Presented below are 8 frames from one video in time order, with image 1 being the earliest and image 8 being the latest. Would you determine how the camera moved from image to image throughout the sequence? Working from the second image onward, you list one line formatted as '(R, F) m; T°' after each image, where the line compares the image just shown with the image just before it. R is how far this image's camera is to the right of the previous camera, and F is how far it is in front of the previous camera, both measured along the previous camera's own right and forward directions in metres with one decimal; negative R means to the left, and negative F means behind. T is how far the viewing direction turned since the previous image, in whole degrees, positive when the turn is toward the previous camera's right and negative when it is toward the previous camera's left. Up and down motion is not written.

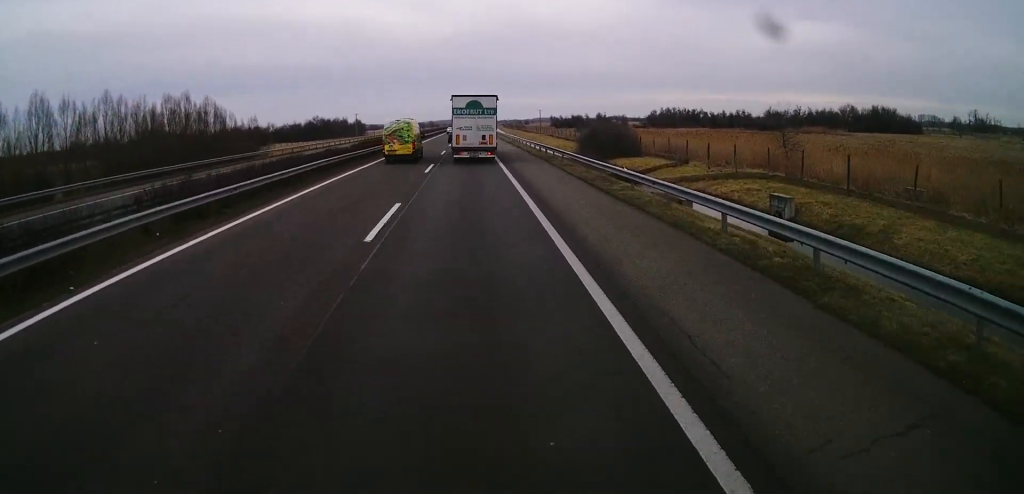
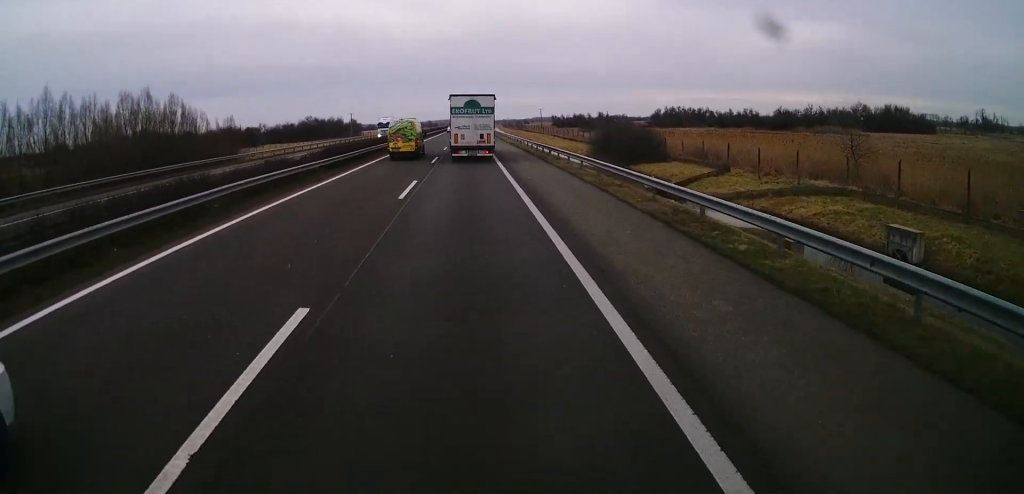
(+0.1, +10.7) m; 0°
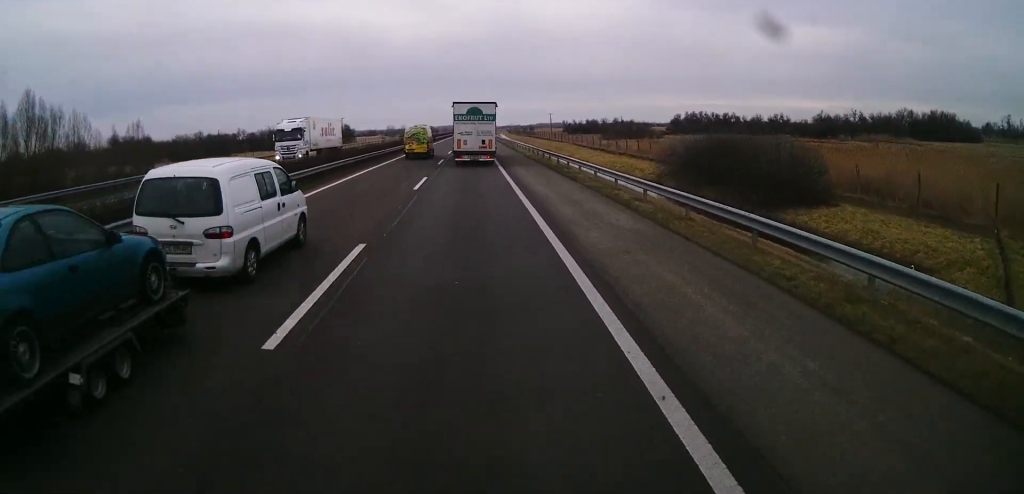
(-0.4, +30.6) m; 0°
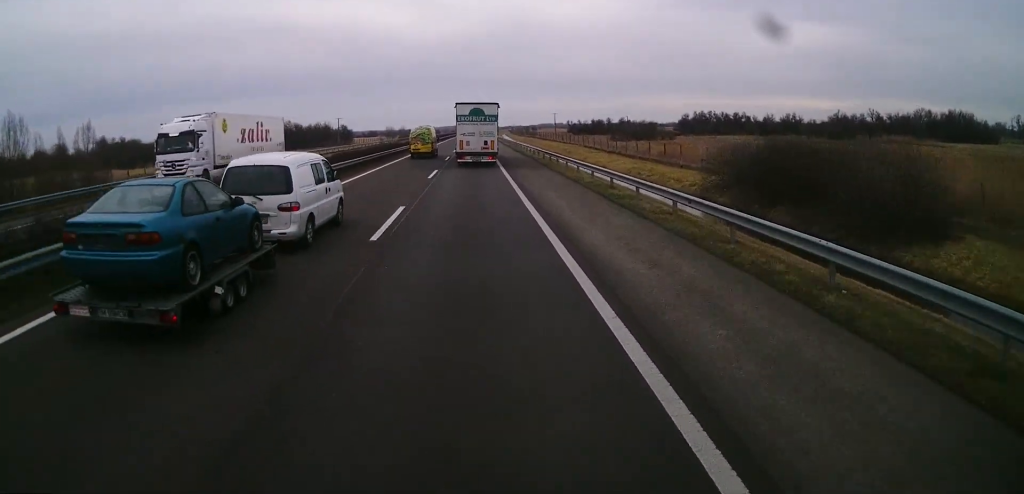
(+0.1, +10.7) m; 0°
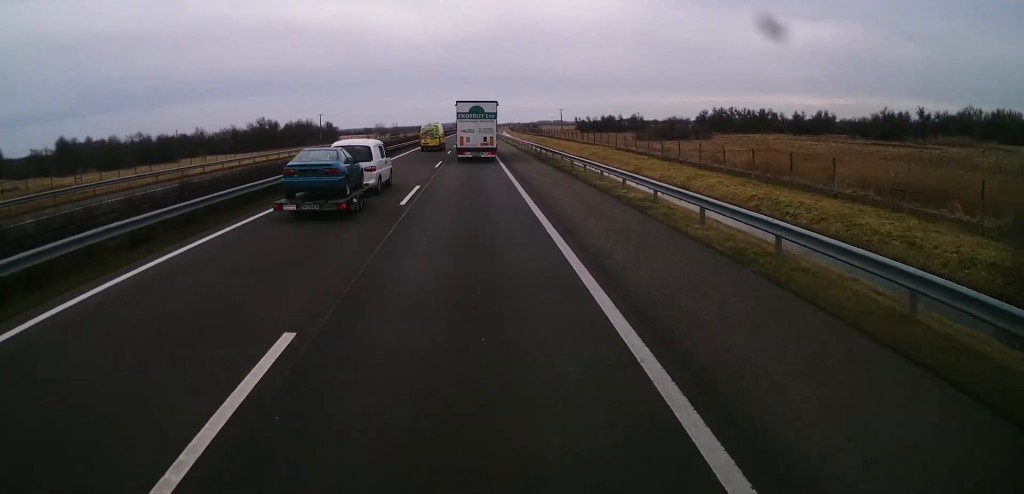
(+0.1, +29.9) m; 0°
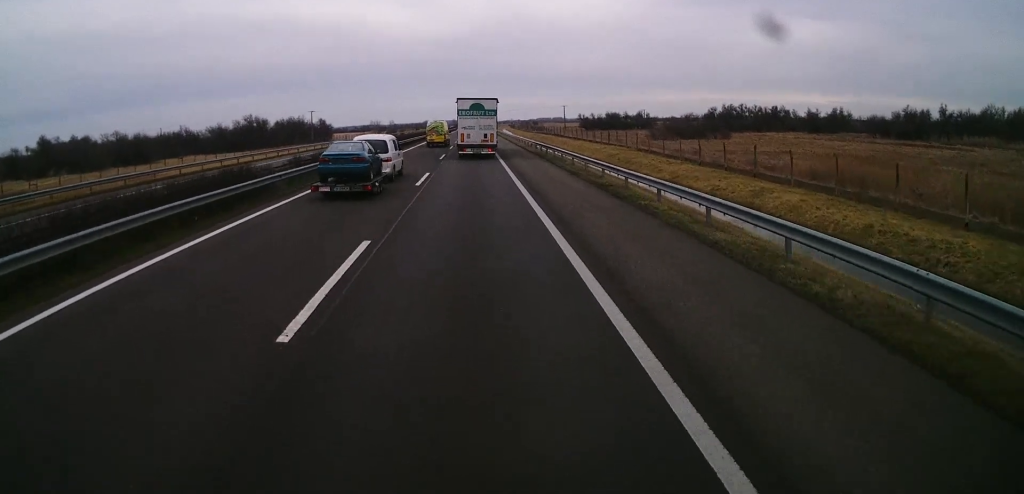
(-0.3, +12.2) m; 0°
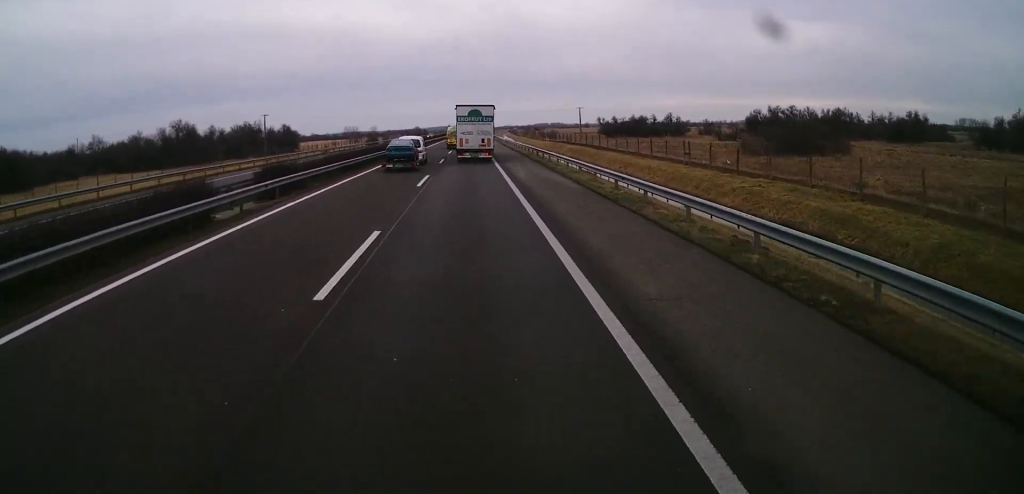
(+0.3, +50.5) m; -1°
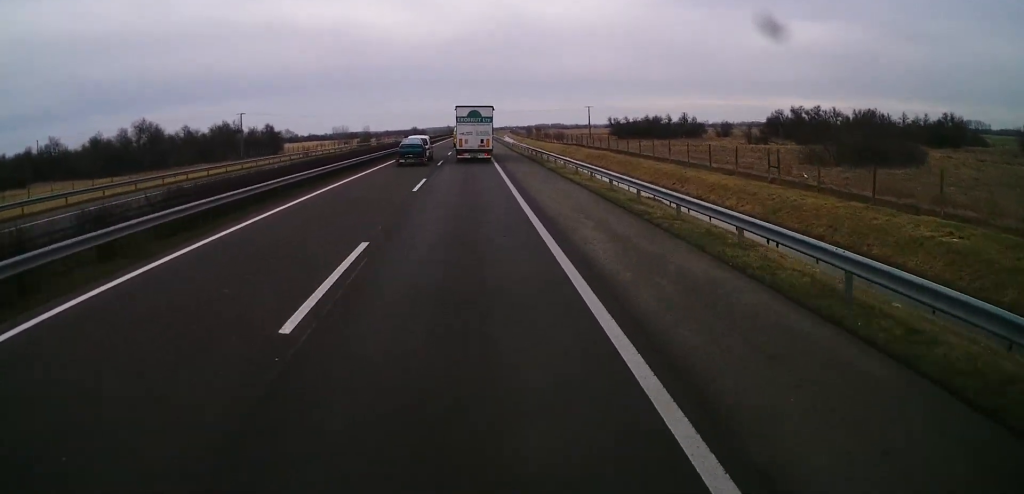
(0.0, +19.2) m; +1°
